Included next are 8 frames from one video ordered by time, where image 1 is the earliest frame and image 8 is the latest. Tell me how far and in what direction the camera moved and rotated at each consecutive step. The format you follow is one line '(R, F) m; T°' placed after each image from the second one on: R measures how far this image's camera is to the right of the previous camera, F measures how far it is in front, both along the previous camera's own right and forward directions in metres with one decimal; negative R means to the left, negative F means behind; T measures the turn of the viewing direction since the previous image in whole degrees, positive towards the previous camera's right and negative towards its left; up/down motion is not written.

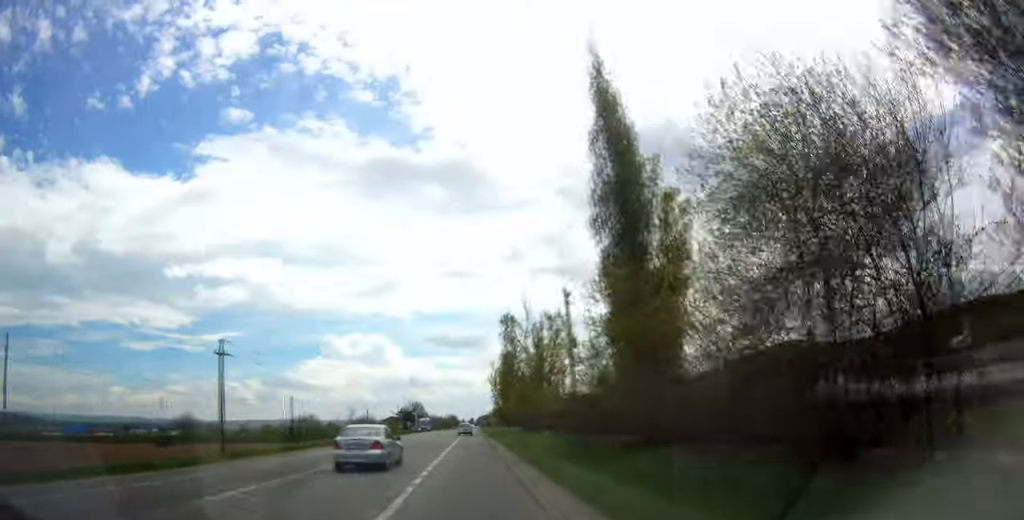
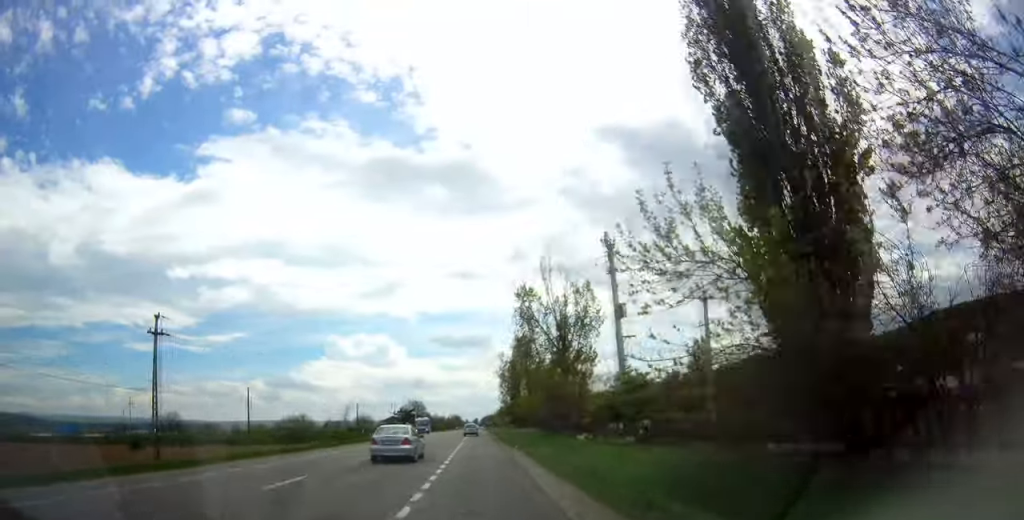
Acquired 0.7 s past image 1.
(+0.2, +14.9) m; 0°
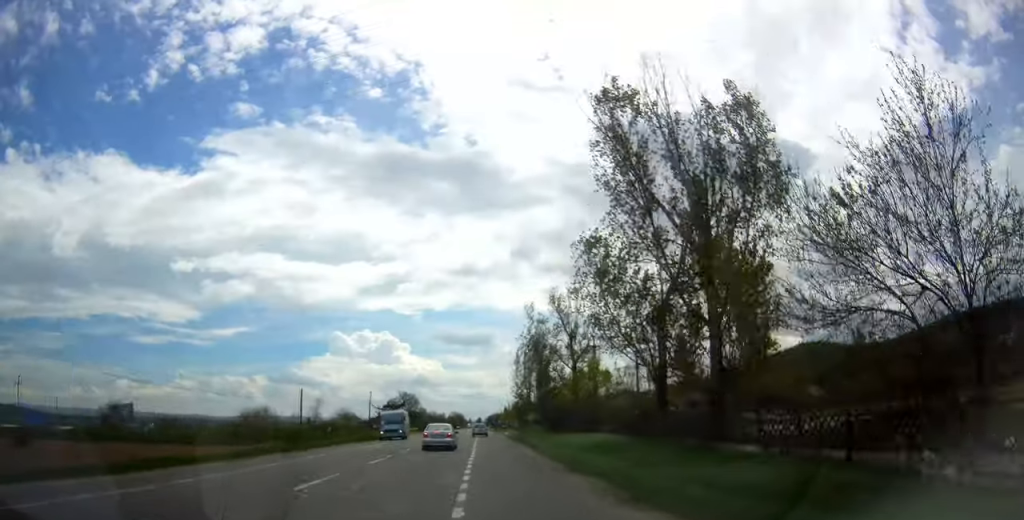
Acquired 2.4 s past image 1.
(-0.5, +34.6) m; -2°
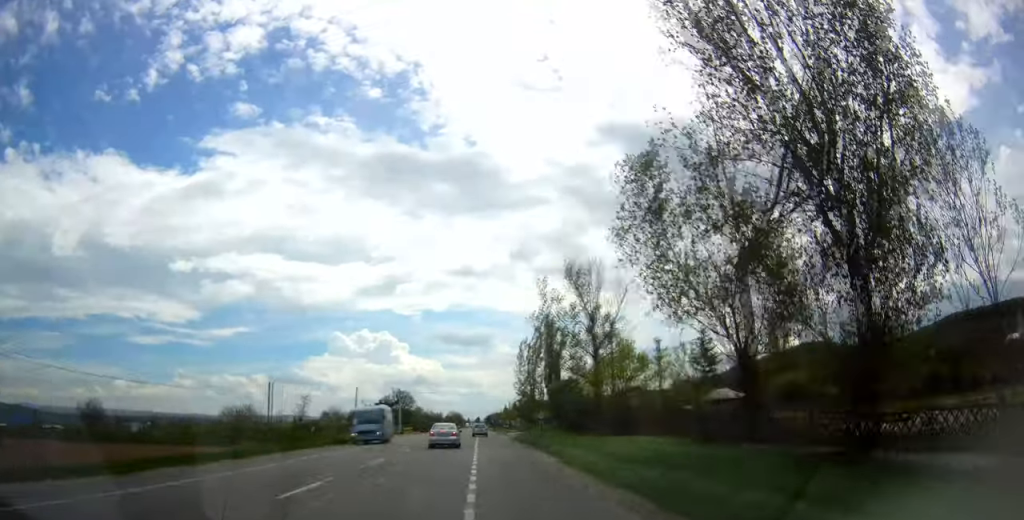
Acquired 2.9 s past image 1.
(-0.1, +9.9) m; 0°
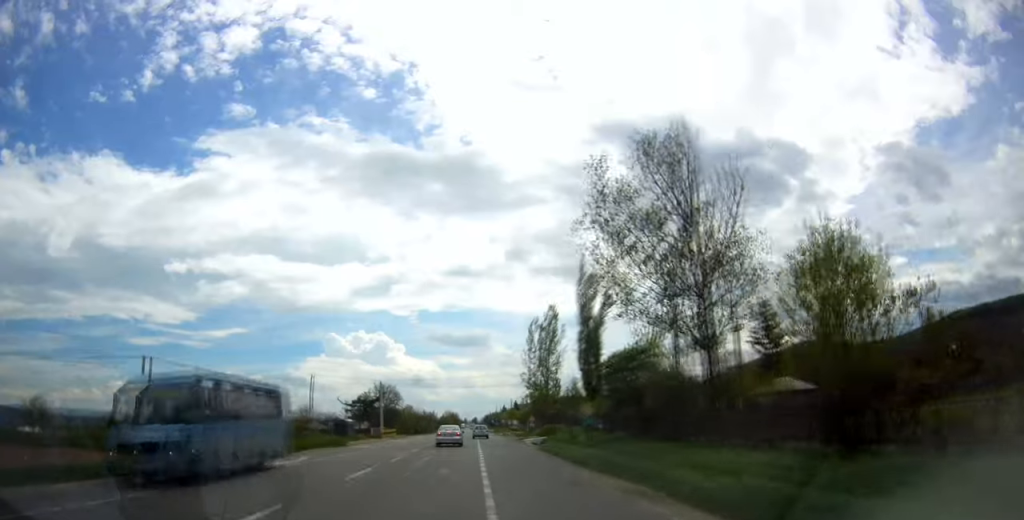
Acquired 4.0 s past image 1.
(+0.1, +22.3) m; +2°
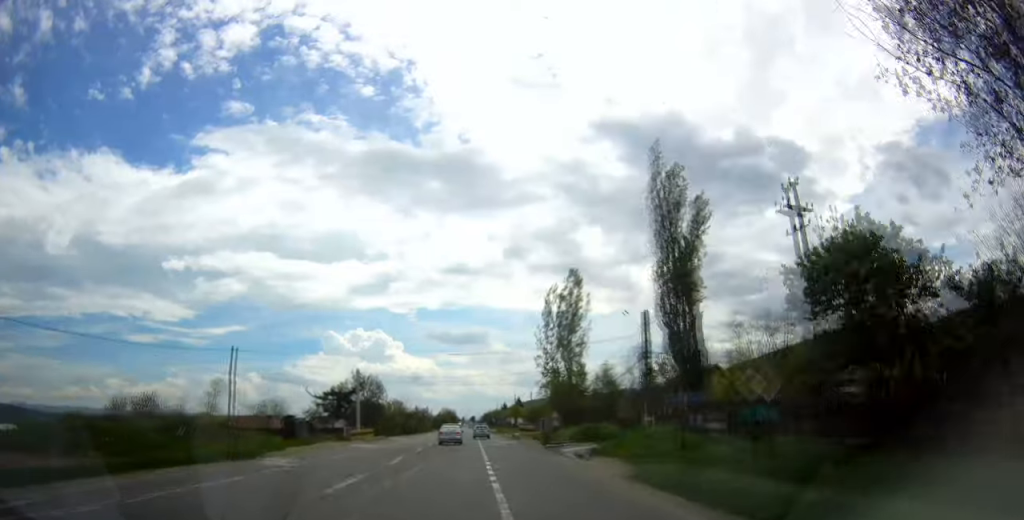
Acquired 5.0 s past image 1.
(+0.5, +20.7) m; 0°
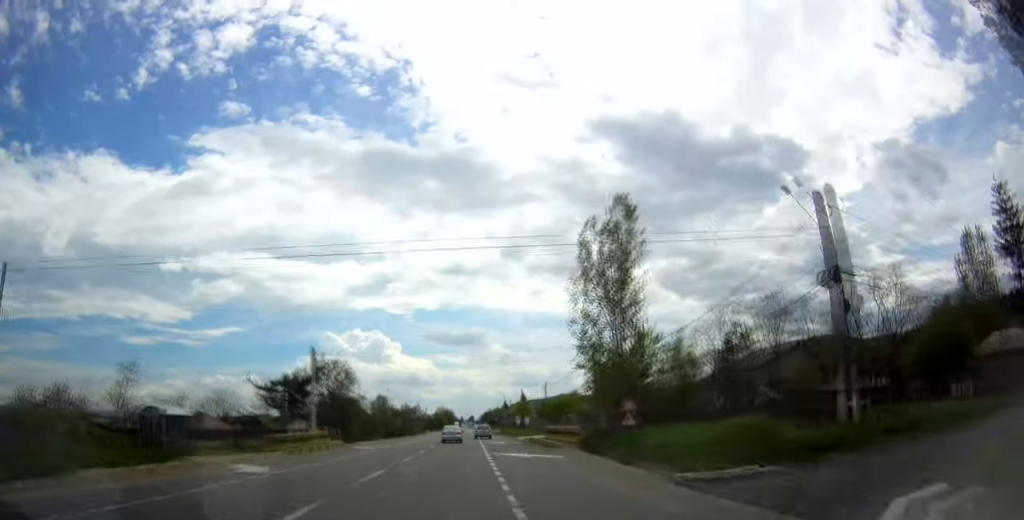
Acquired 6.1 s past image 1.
(-0.5, +23.9) m; -1°
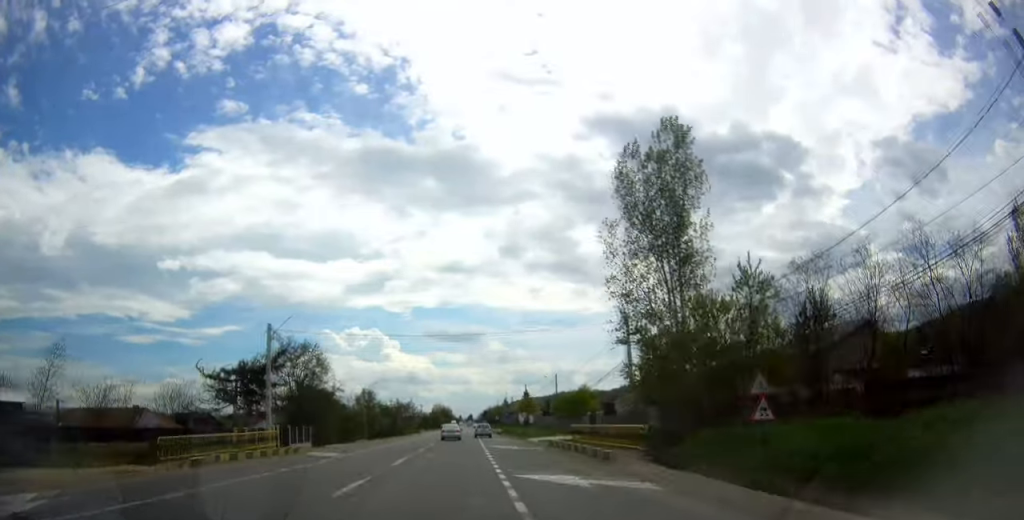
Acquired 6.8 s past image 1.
(0.0, +13.1) m; 0°
